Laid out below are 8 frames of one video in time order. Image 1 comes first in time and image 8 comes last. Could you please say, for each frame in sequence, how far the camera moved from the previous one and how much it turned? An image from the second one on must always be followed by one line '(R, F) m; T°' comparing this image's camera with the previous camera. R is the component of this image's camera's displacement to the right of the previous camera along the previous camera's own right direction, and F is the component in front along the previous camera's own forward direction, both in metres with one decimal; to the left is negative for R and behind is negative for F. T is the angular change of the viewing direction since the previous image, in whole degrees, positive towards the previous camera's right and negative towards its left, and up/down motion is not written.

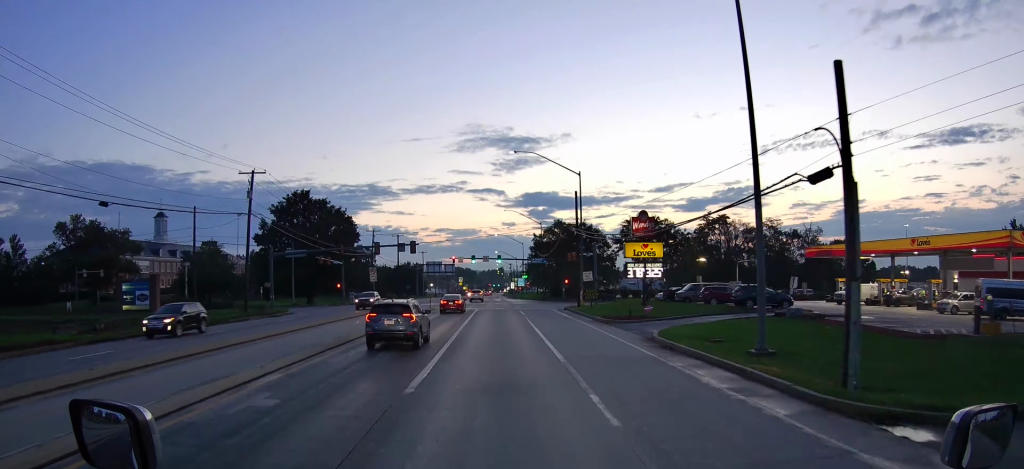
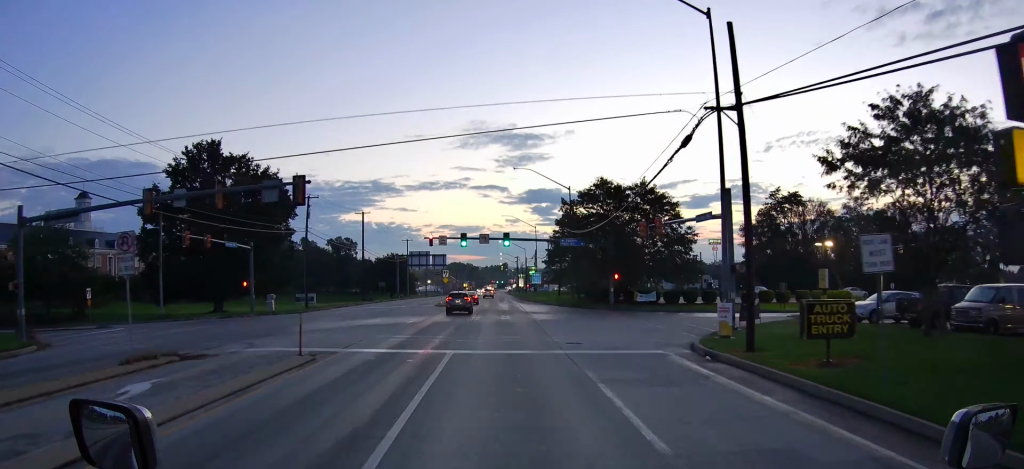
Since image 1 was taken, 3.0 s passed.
(+0.2, +38.7) m; +1°
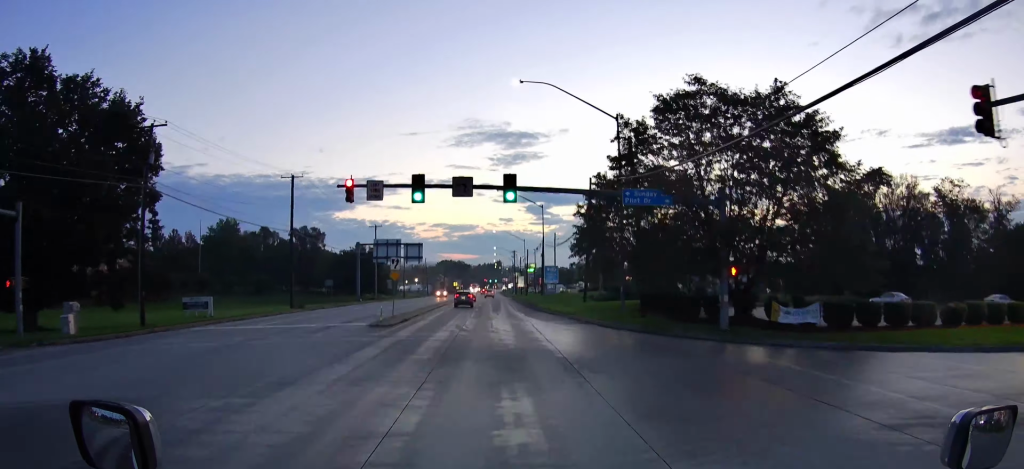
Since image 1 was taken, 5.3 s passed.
(+0.1, +31.5) m; 0°
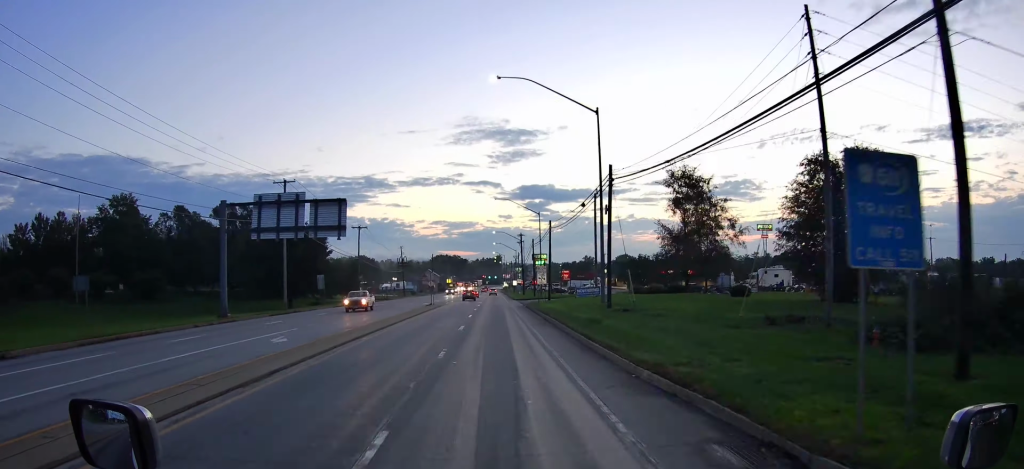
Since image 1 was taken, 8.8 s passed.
(+0.3, +50.8) m; 0°
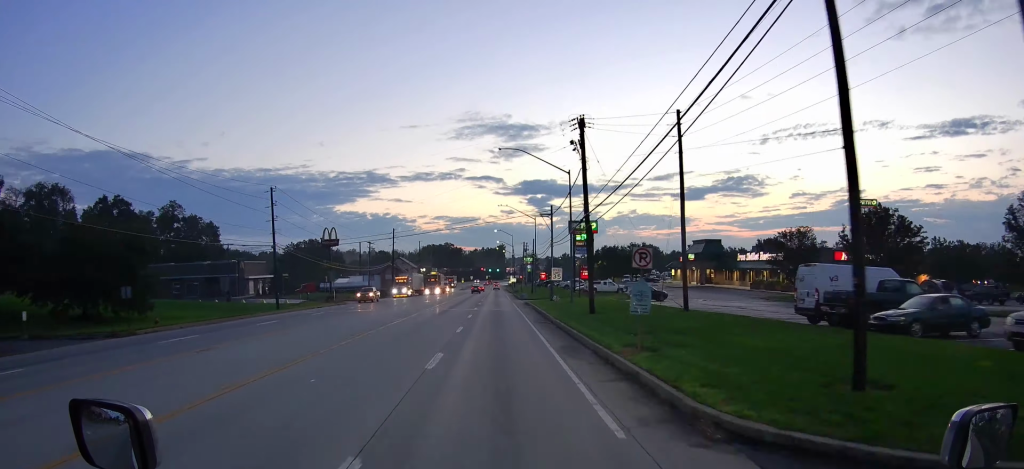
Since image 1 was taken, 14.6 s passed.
(-0.1, +89.6) m; 0°
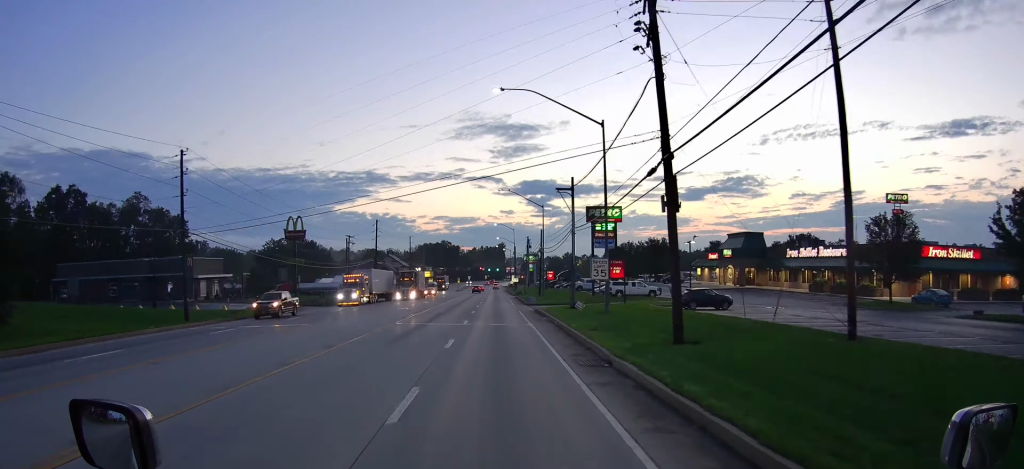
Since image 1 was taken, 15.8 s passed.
(0.0, +18.9) m; 0°
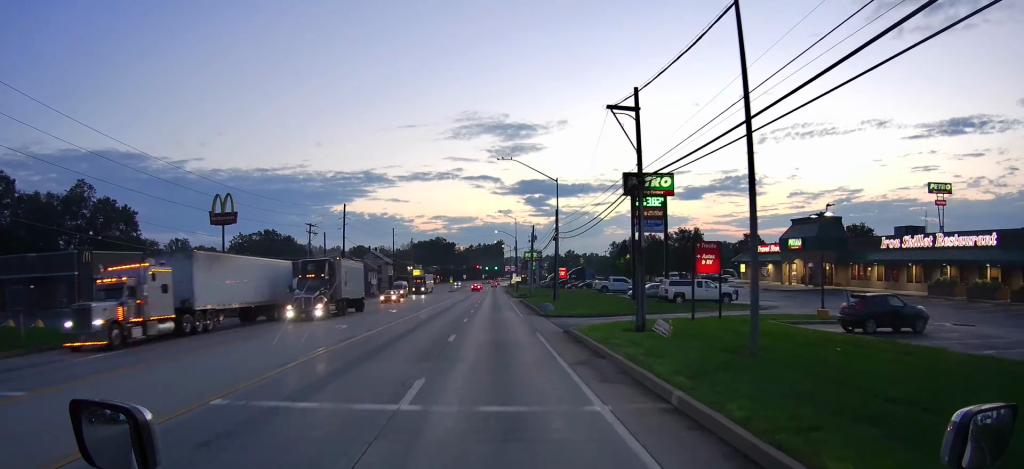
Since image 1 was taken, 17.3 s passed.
(0.0, +23.5) m; 0°
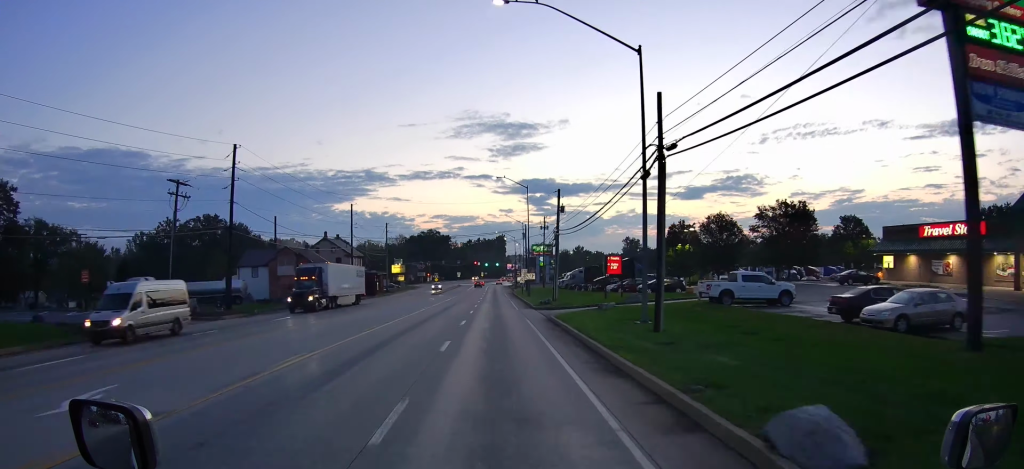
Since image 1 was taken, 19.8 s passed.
(0.0, +38.8) m; 0°
